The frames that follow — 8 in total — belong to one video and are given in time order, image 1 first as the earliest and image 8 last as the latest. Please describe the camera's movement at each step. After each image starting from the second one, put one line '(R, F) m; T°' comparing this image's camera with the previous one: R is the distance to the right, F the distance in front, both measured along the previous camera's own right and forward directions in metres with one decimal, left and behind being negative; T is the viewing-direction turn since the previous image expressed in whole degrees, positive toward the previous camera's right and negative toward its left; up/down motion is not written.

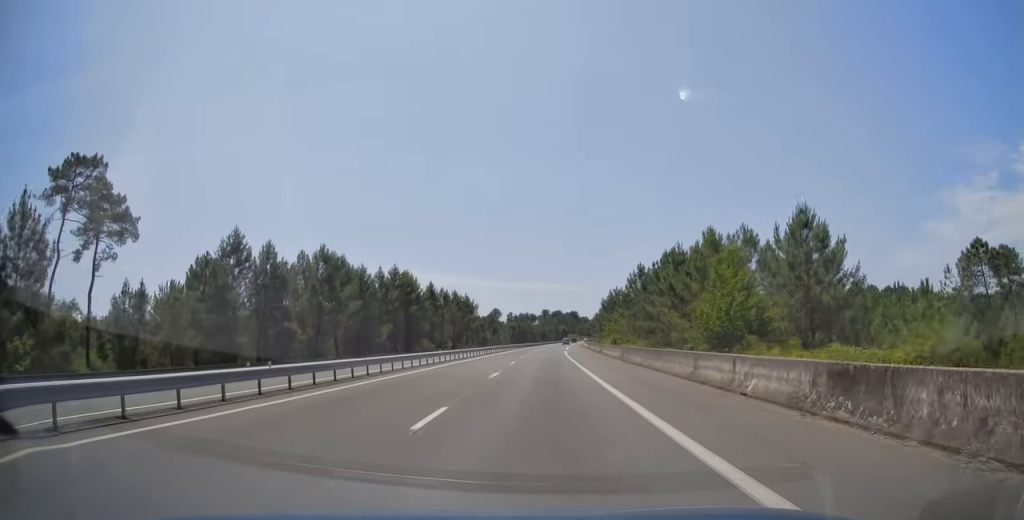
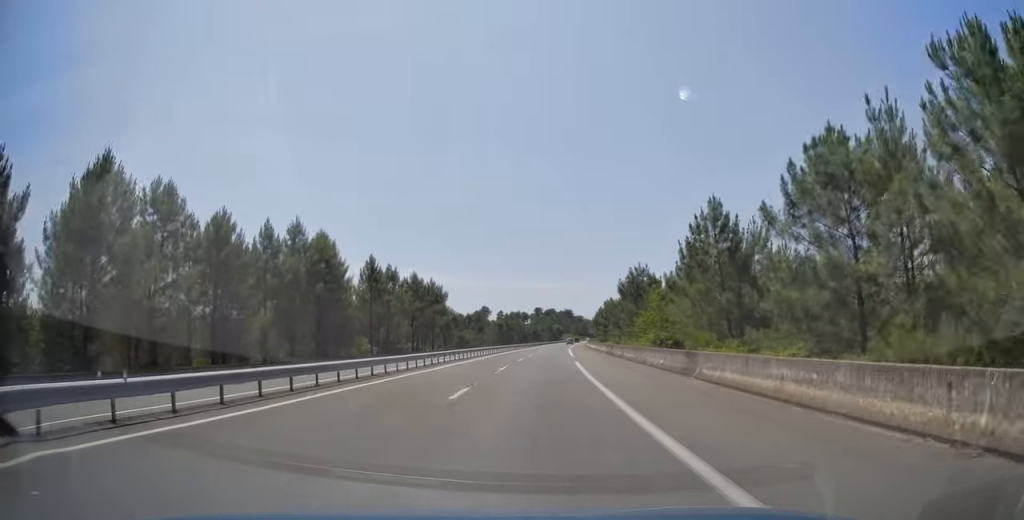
(+0.1, +34.6) m; +1°
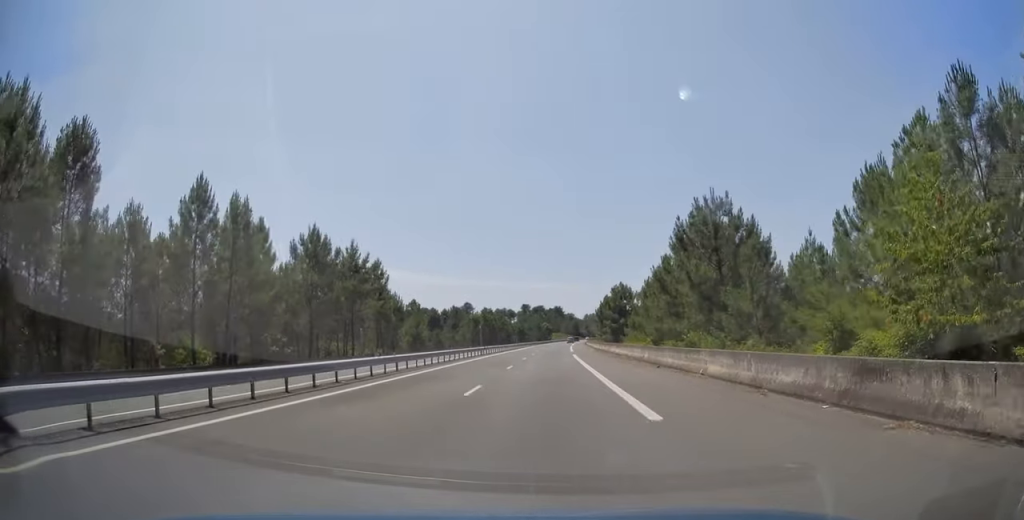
(+0.2, +38.9) m; +1°
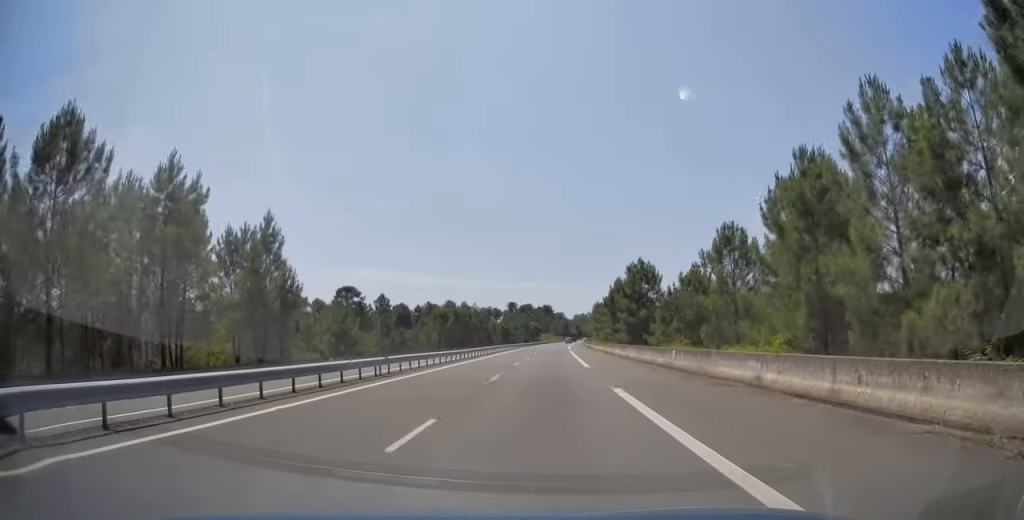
(+0.3, +33.5) m; +1°
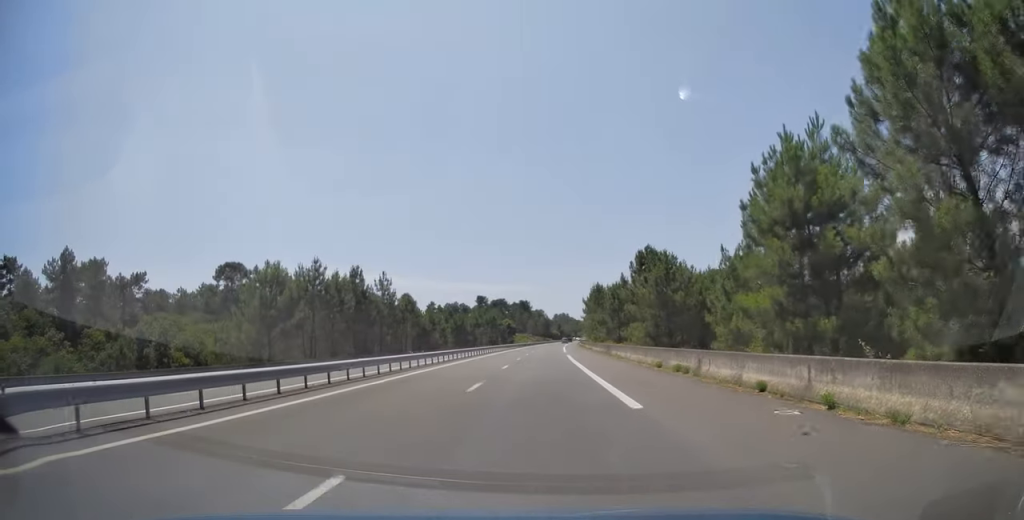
(+1.4, +70.2) m; +2°
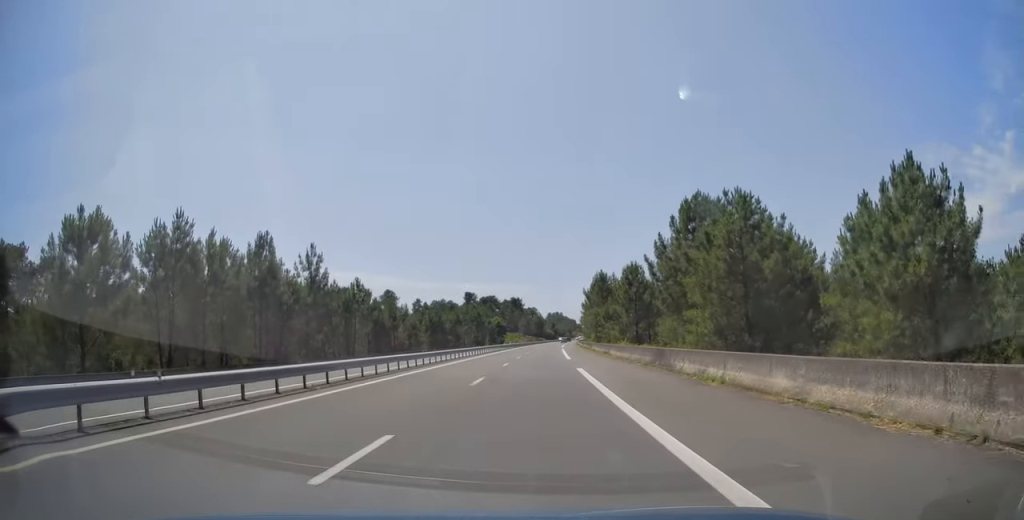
(0.0, +23.8) m; +1°
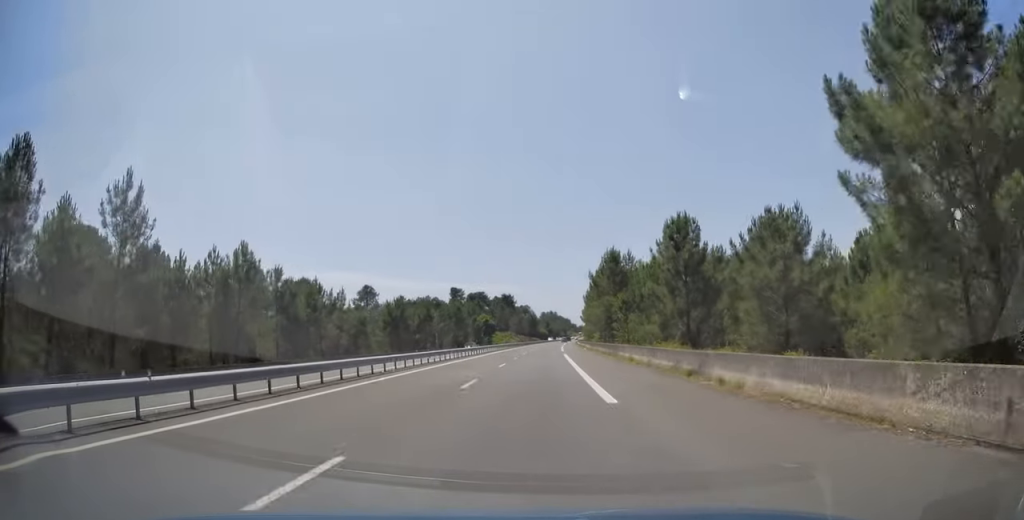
(+0.2, +28.1) m; +1°
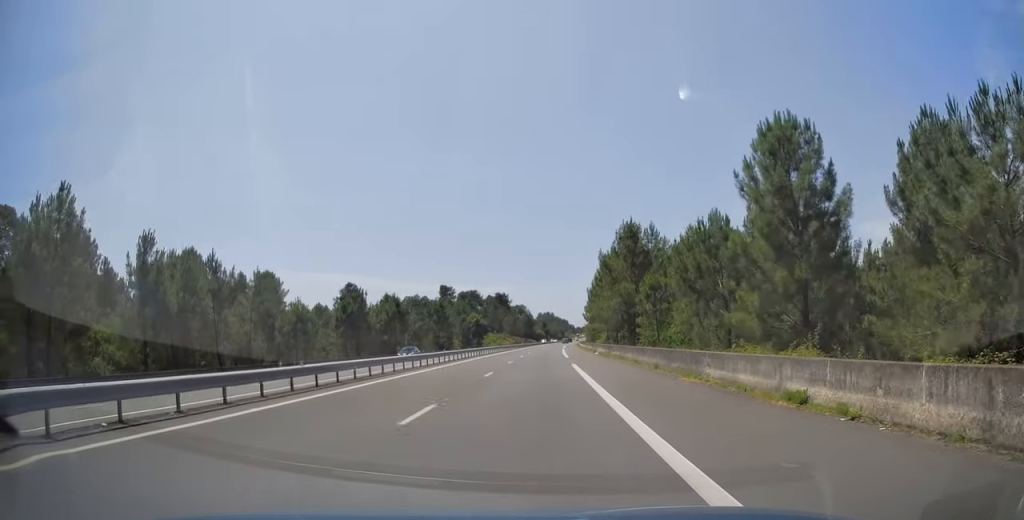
(+0.1, +20.5) m; 0°
